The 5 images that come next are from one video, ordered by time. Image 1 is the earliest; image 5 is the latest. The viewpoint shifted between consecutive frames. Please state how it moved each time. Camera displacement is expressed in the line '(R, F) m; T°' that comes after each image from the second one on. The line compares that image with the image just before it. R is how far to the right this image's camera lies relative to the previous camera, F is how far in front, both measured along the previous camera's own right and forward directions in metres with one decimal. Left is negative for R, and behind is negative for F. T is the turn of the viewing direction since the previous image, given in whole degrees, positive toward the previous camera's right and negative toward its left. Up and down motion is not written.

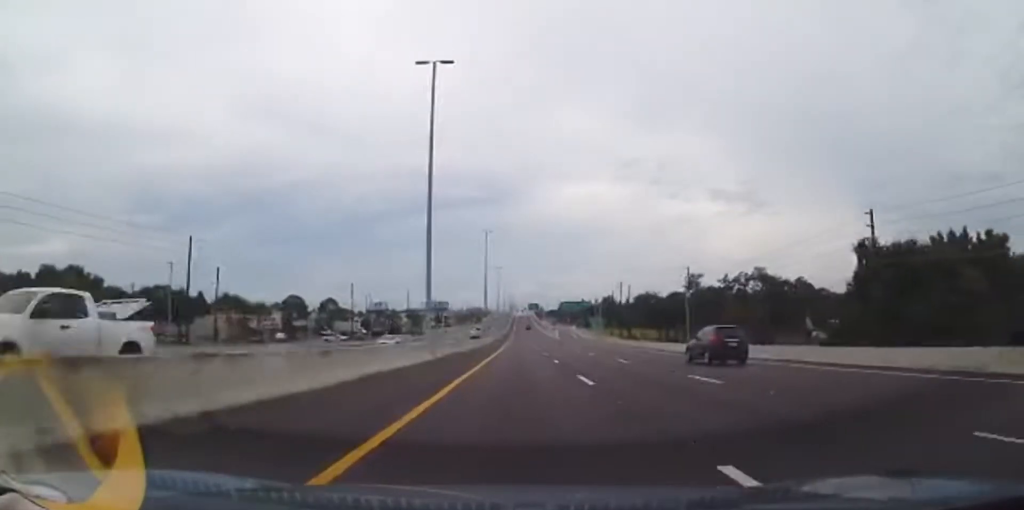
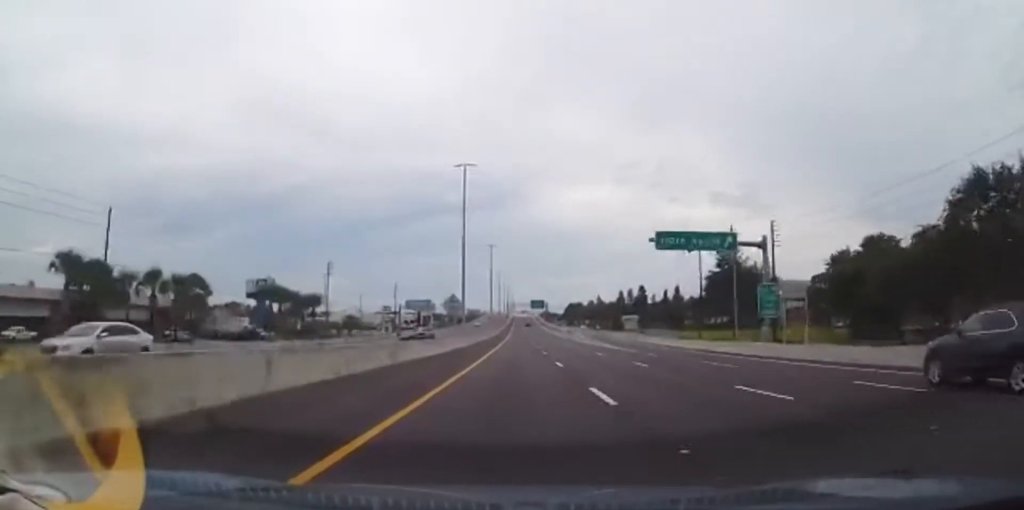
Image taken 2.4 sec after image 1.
(0.0, +78.5) m; 0°
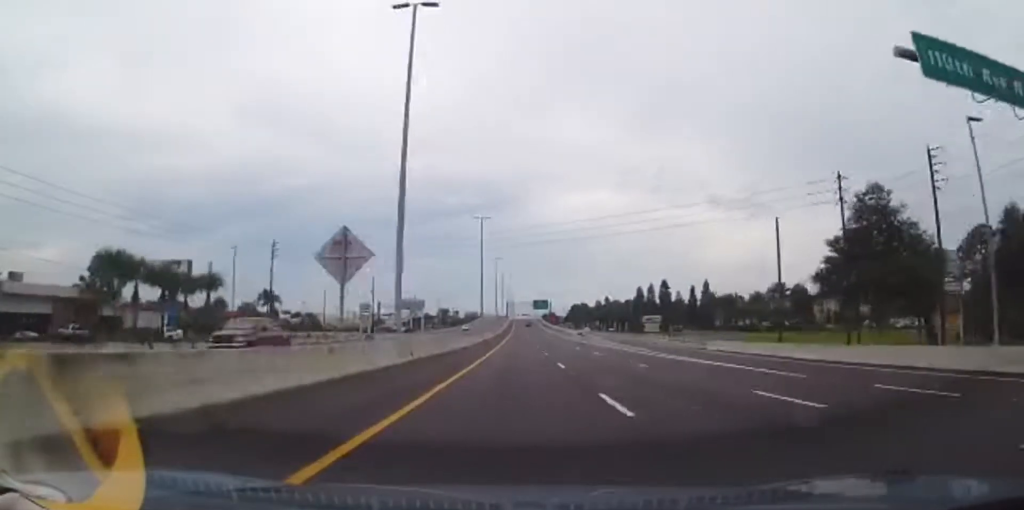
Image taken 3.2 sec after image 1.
(-0.1, +25.8) m; 0°
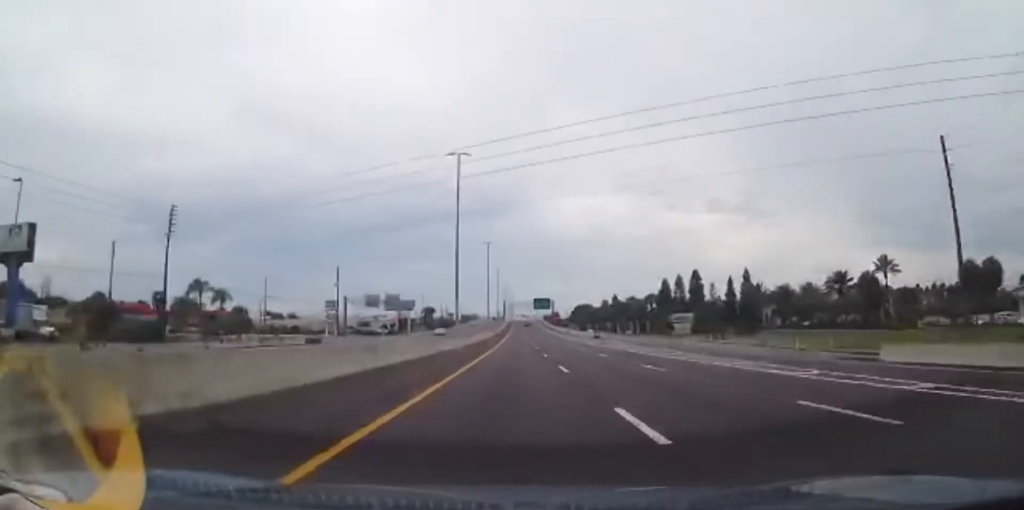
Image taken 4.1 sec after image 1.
(0.0, +26.8) m; 0°
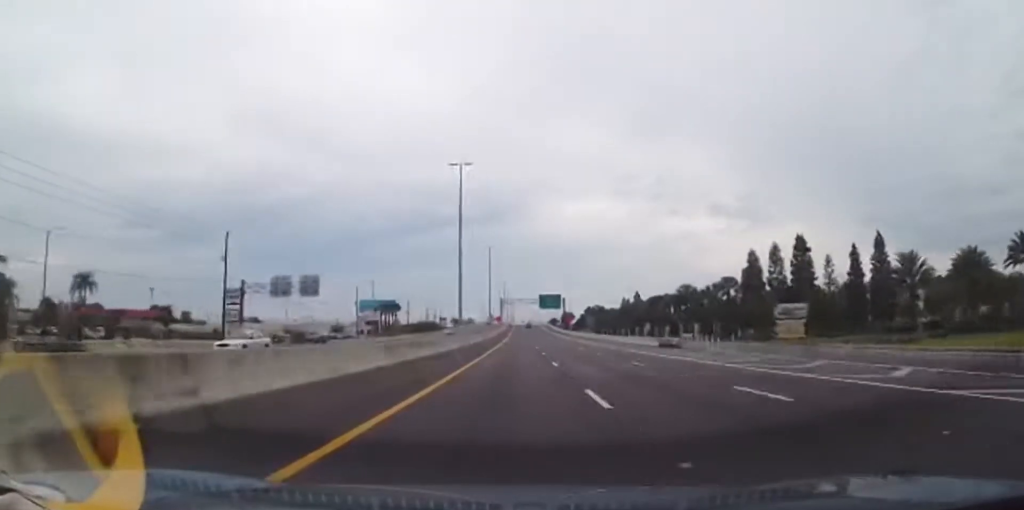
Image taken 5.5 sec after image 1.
(0.0, +46.1) m; 0°
